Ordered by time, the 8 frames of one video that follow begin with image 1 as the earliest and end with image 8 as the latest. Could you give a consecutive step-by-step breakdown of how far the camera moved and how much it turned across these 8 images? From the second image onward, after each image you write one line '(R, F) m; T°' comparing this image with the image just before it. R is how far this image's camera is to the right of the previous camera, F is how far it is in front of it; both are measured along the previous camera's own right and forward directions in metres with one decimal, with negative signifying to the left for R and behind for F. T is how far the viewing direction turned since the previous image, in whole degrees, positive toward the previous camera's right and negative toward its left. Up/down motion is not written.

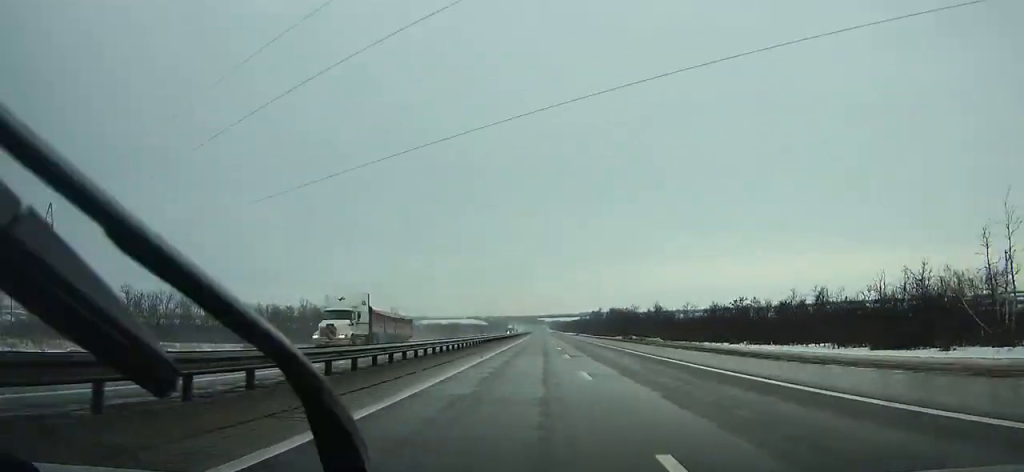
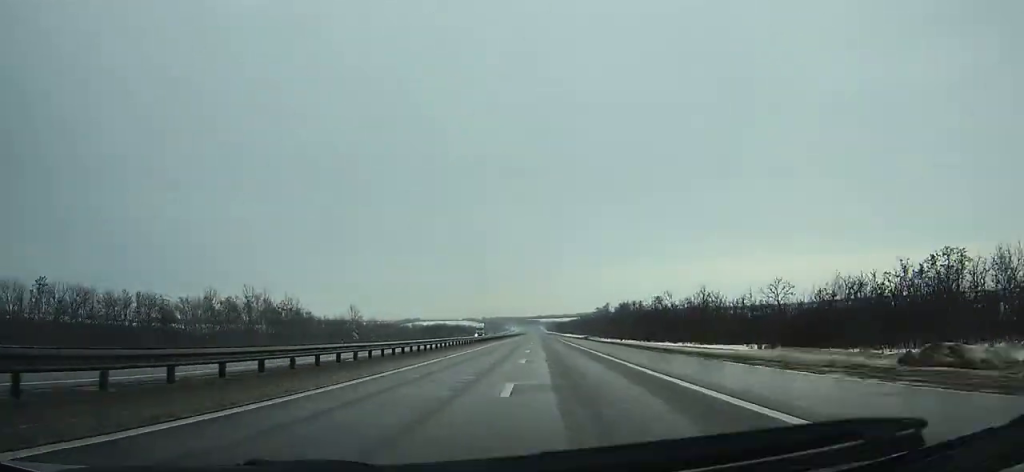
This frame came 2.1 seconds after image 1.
(+0.2, +63.7) m; 0°
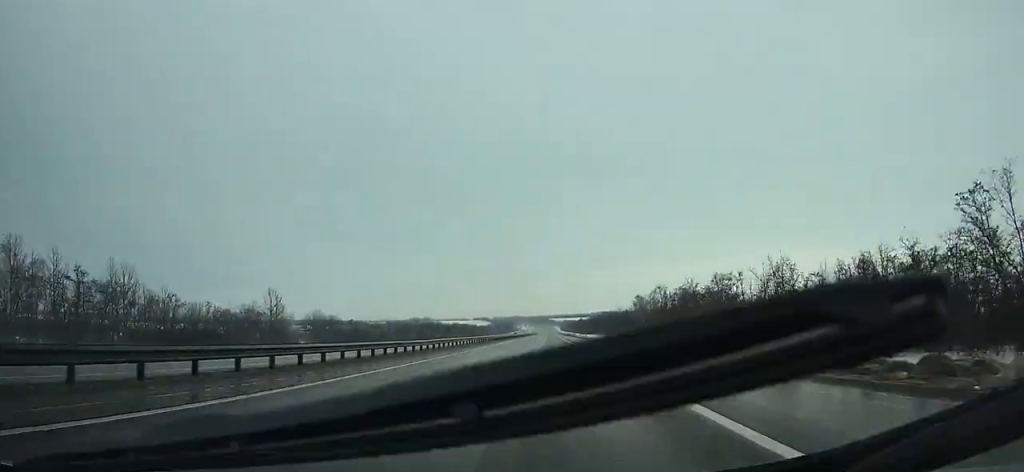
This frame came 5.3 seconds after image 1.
(-0.6, +97.1) m; -1°
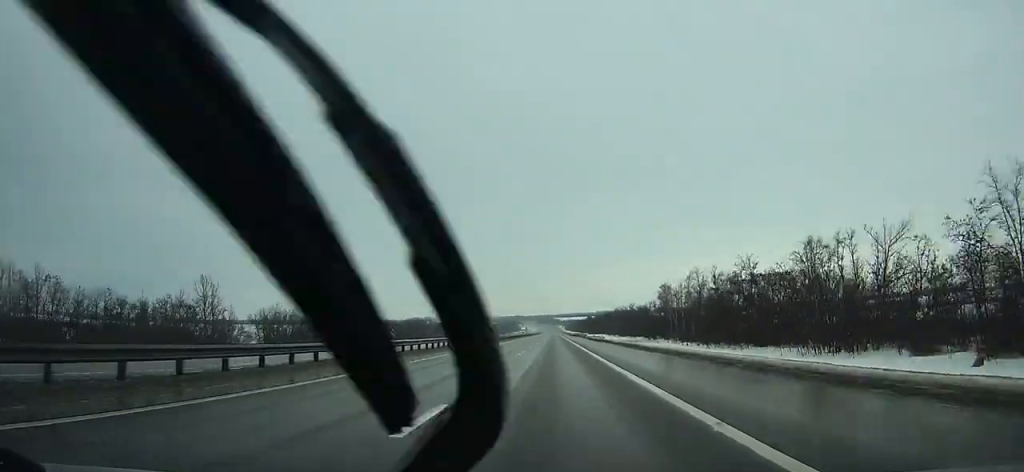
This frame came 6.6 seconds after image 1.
(-0.1, +39.4) m; 0°
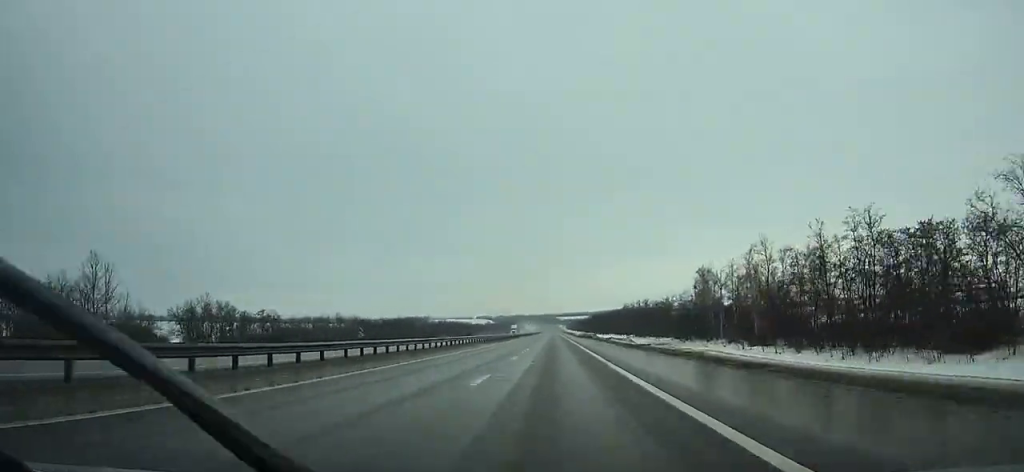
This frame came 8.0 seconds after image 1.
(0.0, +42.4) m; 0°
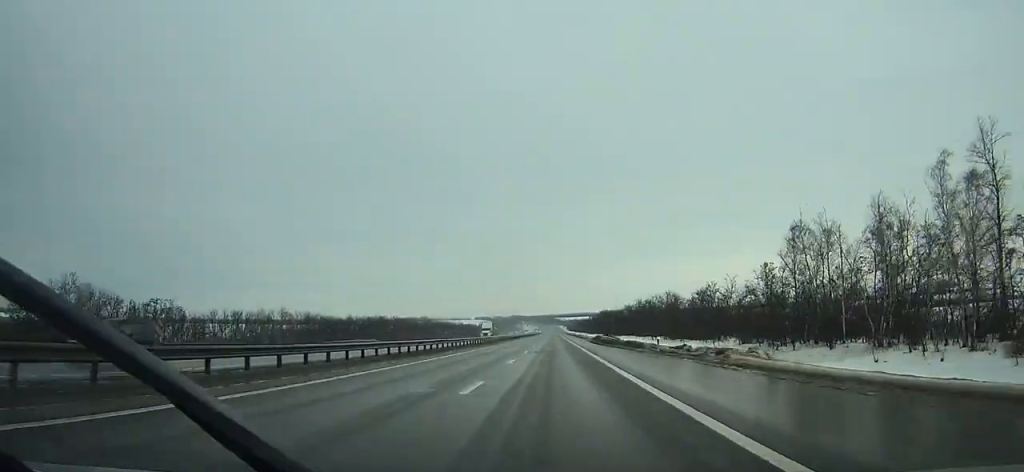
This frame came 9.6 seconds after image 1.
(-0.1, +48.4) m; 0°
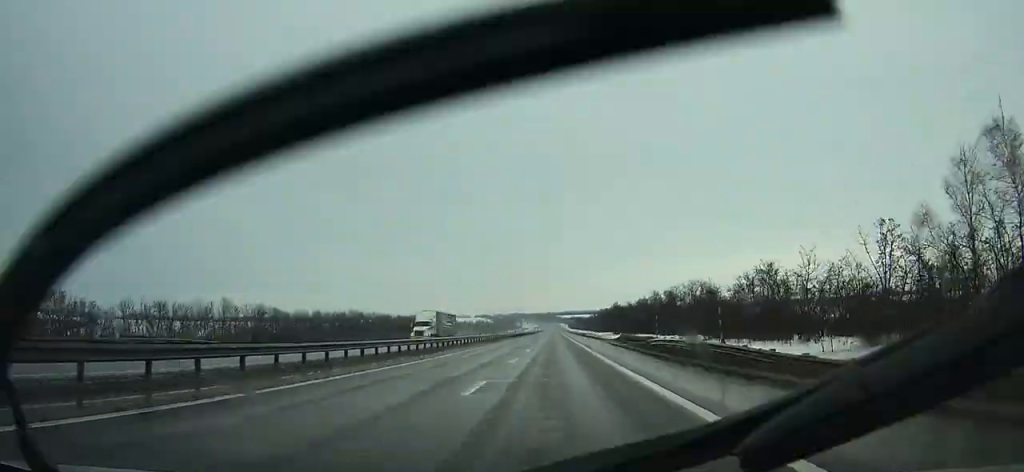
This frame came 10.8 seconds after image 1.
(-0.1, +36.2) m; 0°
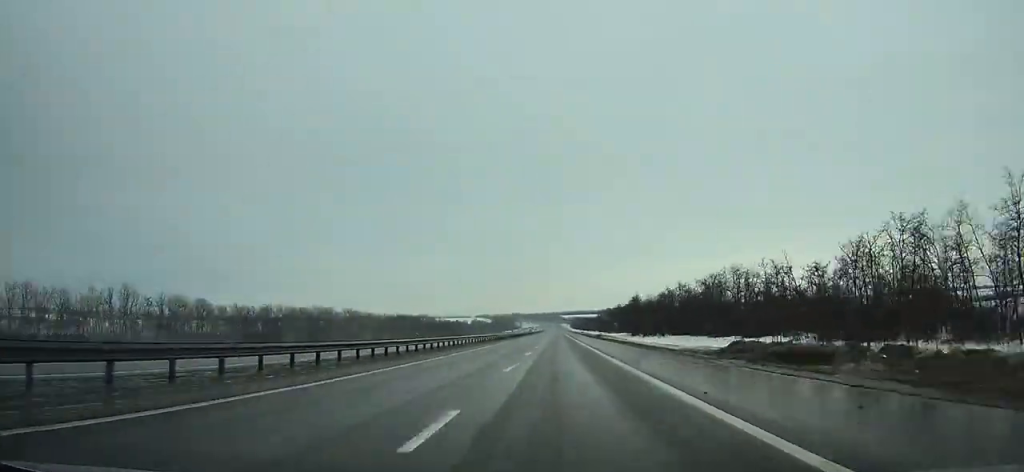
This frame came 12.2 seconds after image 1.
(0.0, +42.1) m; 0°
